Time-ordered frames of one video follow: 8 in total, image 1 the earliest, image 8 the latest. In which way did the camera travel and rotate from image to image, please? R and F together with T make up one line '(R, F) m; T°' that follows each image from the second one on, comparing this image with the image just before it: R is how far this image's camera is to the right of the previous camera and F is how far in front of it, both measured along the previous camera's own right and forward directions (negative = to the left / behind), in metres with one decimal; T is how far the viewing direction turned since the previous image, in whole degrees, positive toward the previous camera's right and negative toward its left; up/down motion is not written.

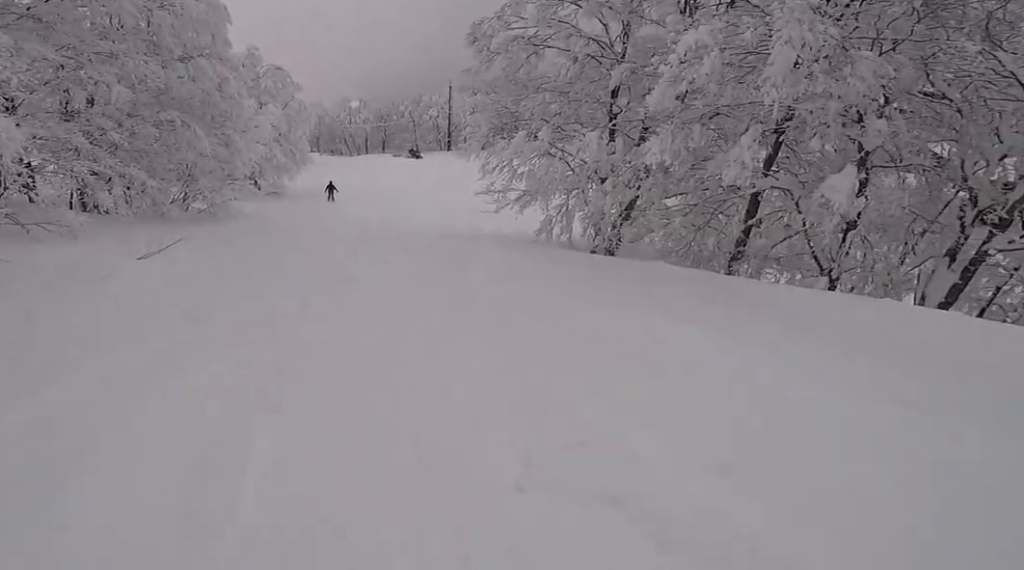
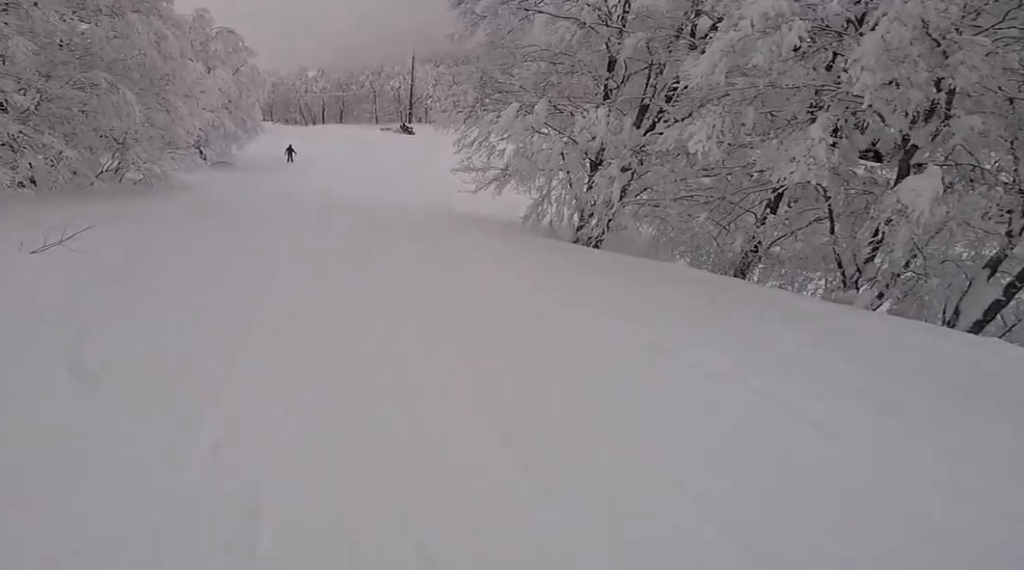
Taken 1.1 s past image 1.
(0.0, +2.9) m; 0°
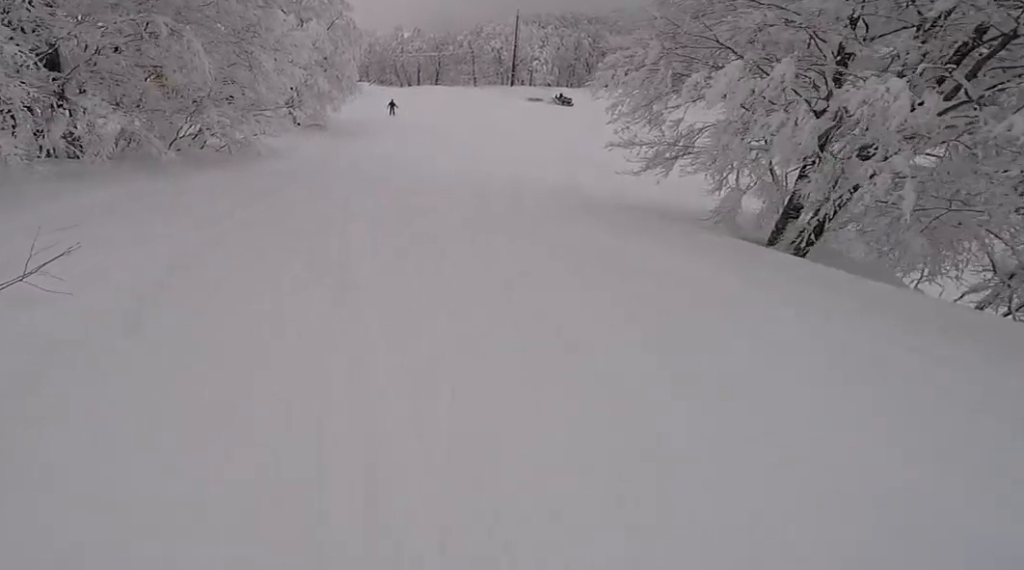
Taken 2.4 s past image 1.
(-0.2, +5.0) m; -6°
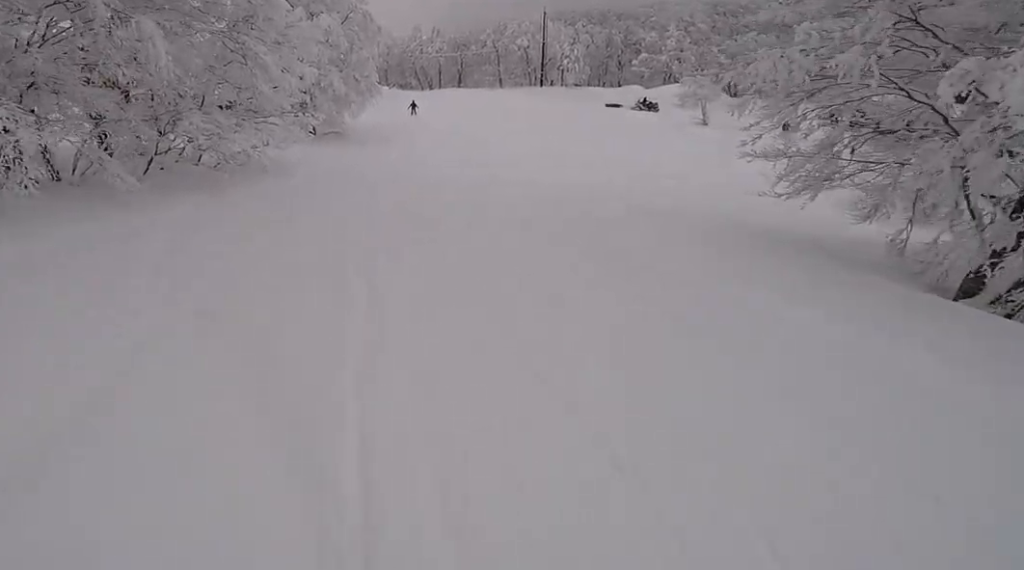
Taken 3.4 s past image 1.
(-0.2, +4.5) m; +2°
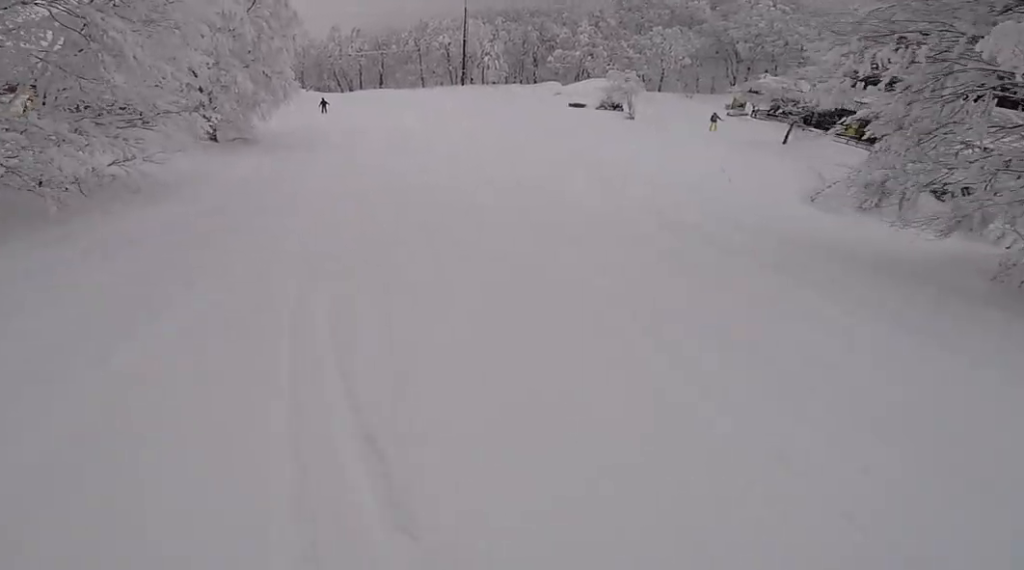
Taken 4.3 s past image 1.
(+0.2, +4.6) m; +8°
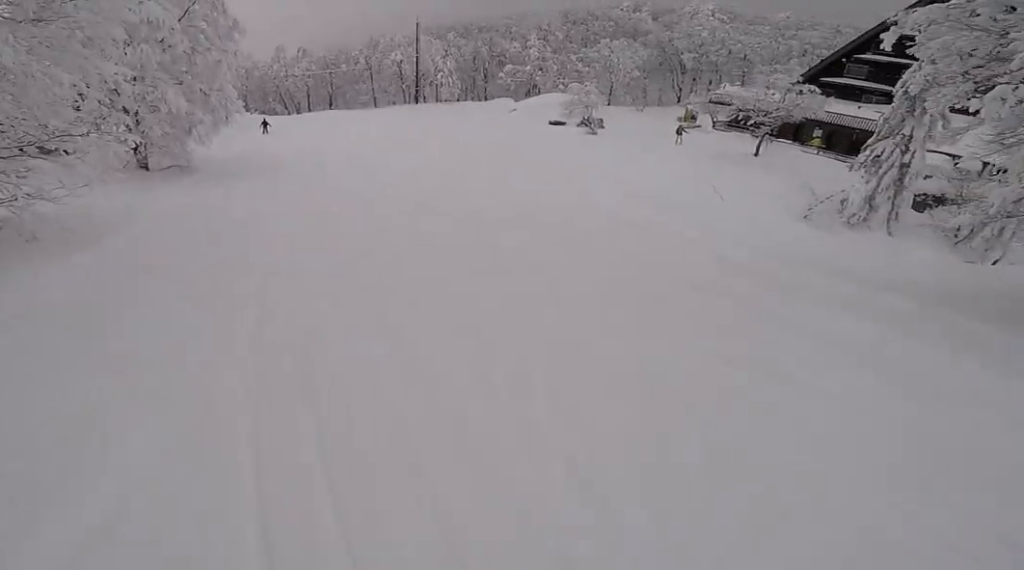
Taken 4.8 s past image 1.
(+0.6, +3.0) m; +3°
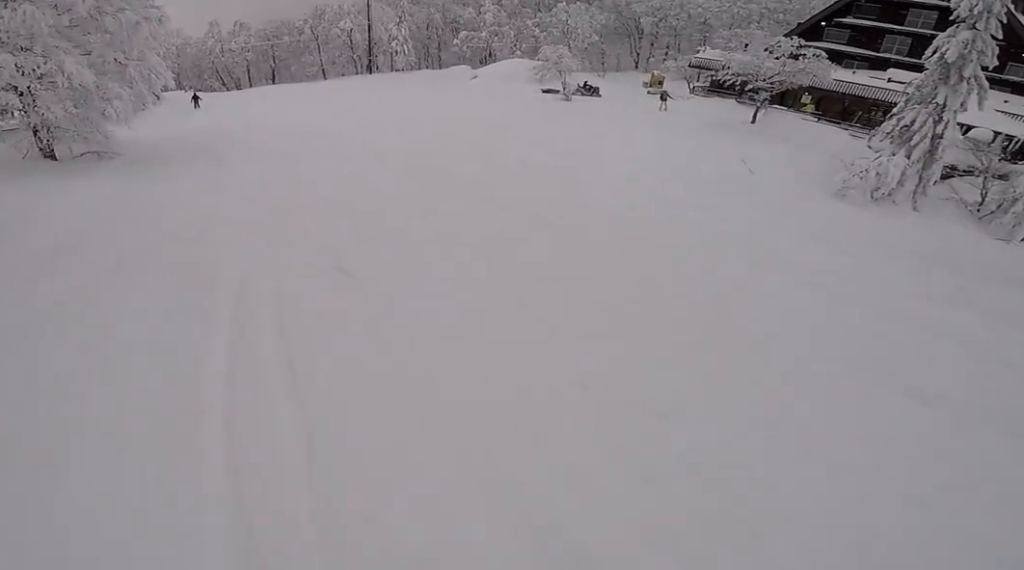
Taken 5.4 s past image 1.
(-0.1, +4.0) m; -5°
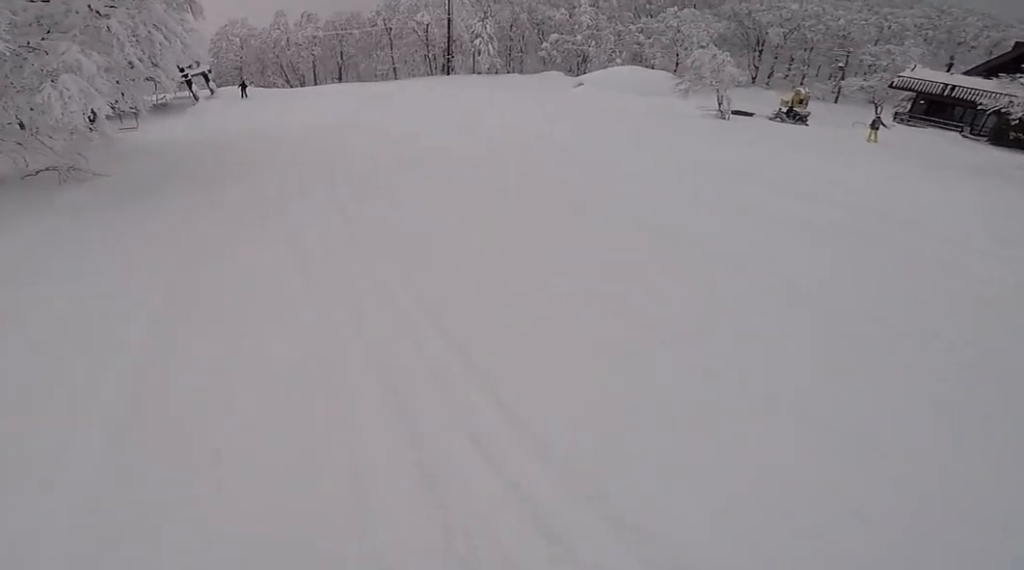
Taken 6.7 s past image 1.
(-1.5, +8.8) m; -3°
